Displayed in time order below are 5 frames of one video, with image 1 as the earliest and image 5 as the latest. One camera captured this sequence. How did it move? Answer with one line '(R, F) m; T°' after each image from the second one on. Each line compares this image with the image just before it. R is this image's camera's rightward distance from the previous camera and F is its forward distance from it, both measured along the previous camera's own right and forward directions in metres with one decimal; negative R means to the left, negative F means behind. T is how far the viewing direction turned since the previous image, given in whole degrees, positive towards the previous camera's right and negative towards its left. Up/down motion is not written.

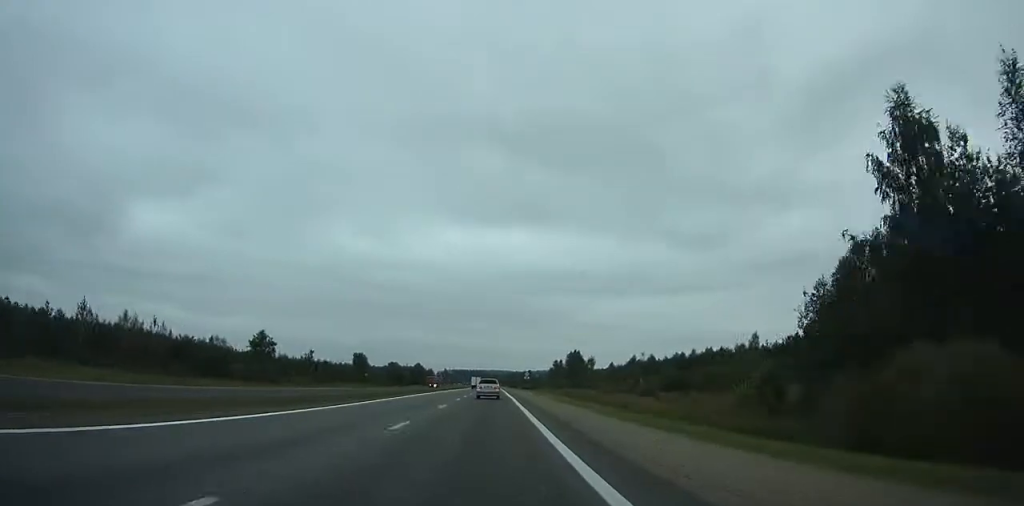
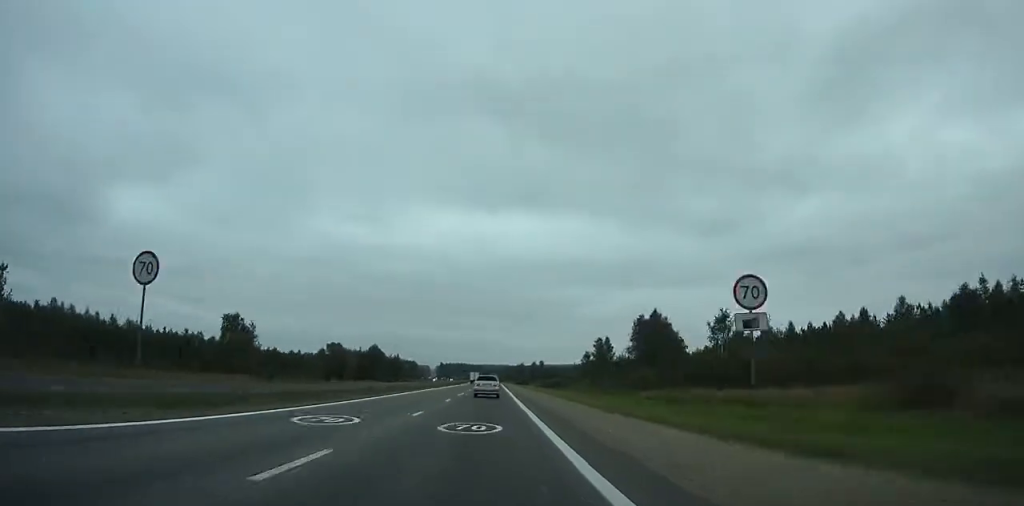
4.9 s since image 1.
(-0.5, +104.4) m; 0°
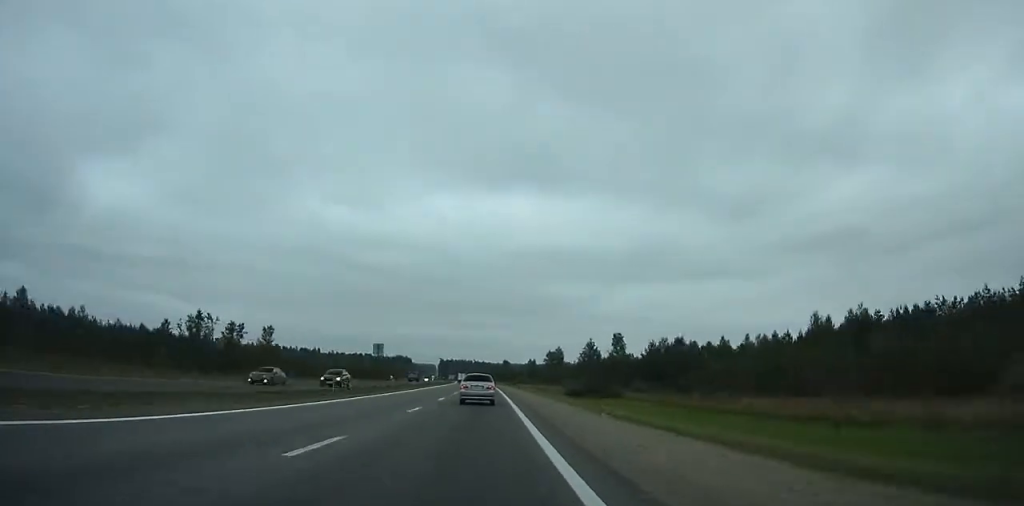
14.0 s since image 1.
(+4.0, +180.8) m; 0°
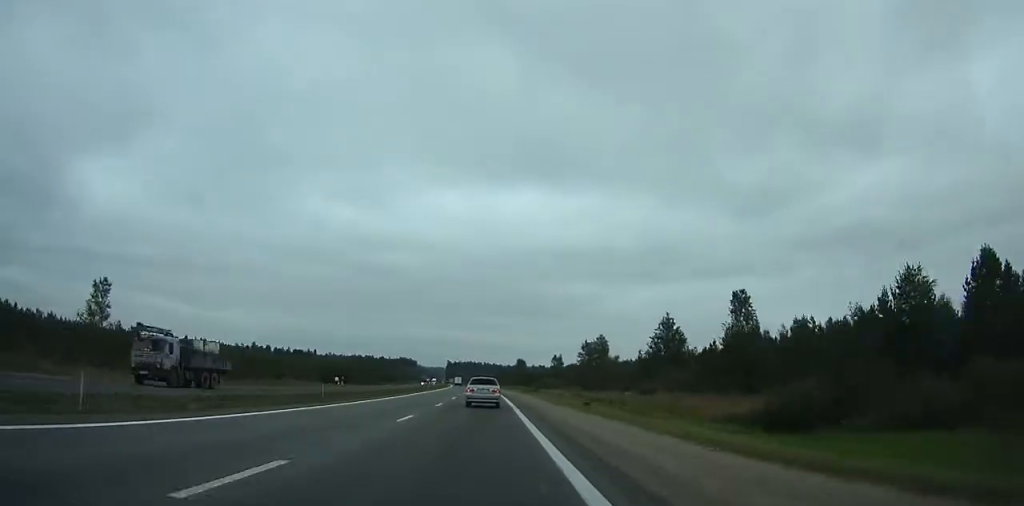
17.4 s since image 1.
(-4.3, +62.7) m; -5°
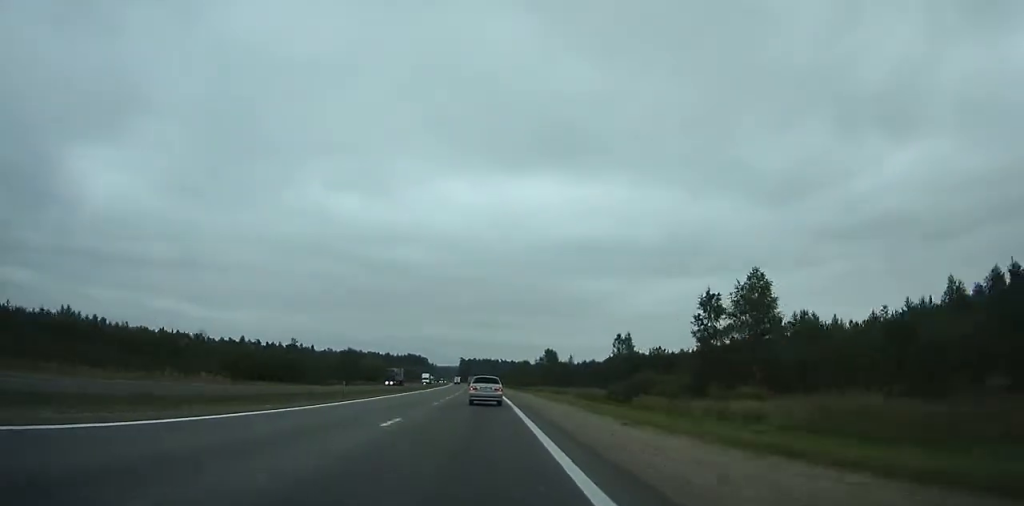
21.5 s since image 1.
(+0.7, +75.4) m; 0°
